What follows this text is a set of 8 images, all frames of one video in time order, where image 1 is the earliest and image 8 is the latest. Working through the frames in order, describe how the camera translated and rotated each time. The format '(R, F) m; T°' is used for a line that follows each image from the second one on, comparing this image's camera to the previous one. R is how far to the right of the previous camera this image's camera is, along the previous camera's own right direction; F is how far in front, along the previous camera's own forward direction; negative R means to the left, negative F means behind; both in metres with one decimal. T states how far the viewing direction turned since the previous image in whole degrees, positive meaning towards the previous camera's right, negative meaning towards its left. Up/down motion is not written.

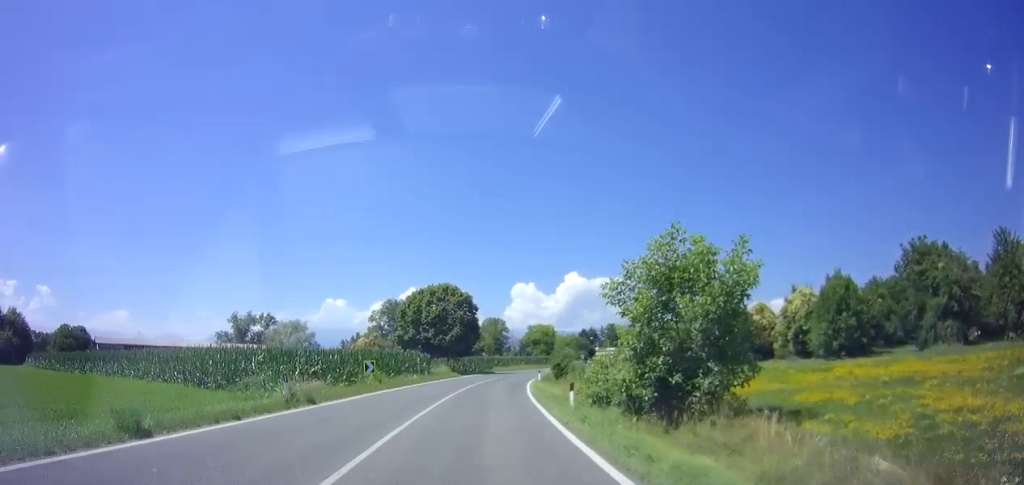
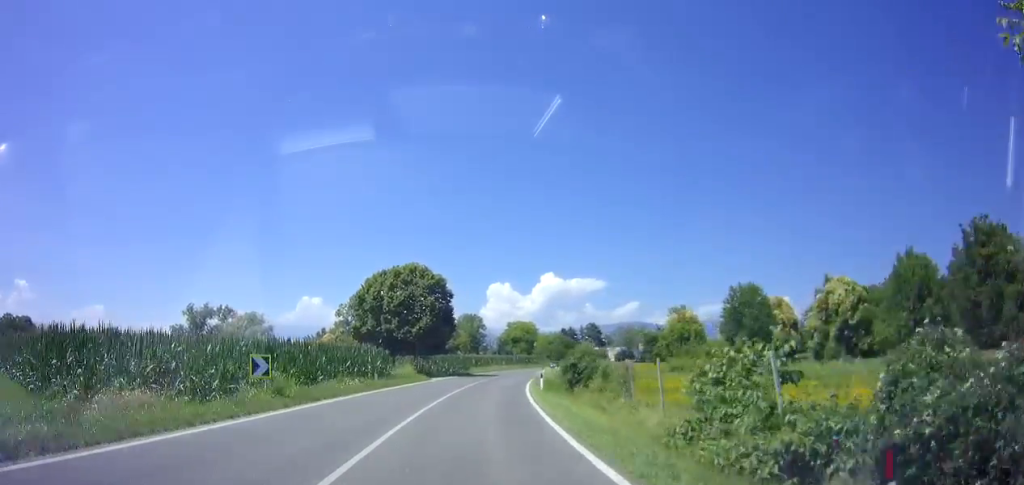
(+0.2, +12.5) m; +2°
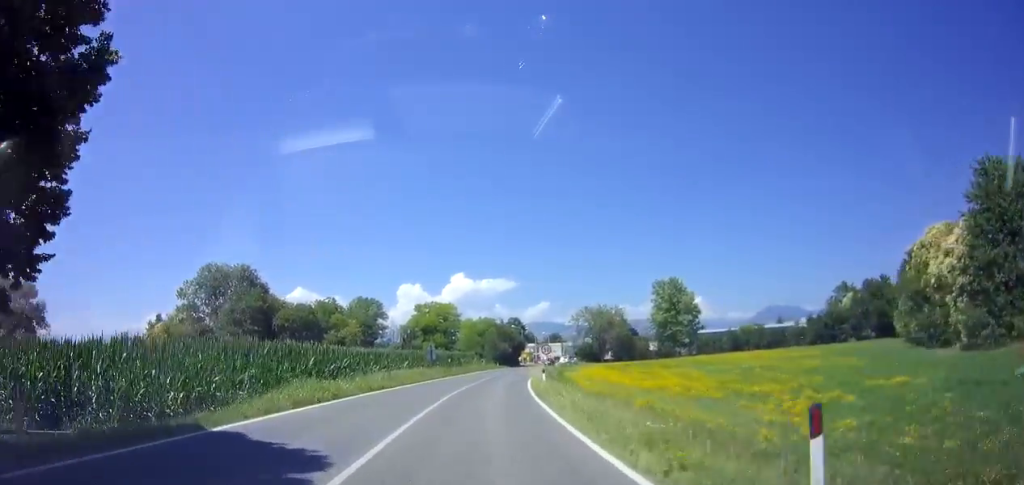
(+3.6, +47.5) m; +9°
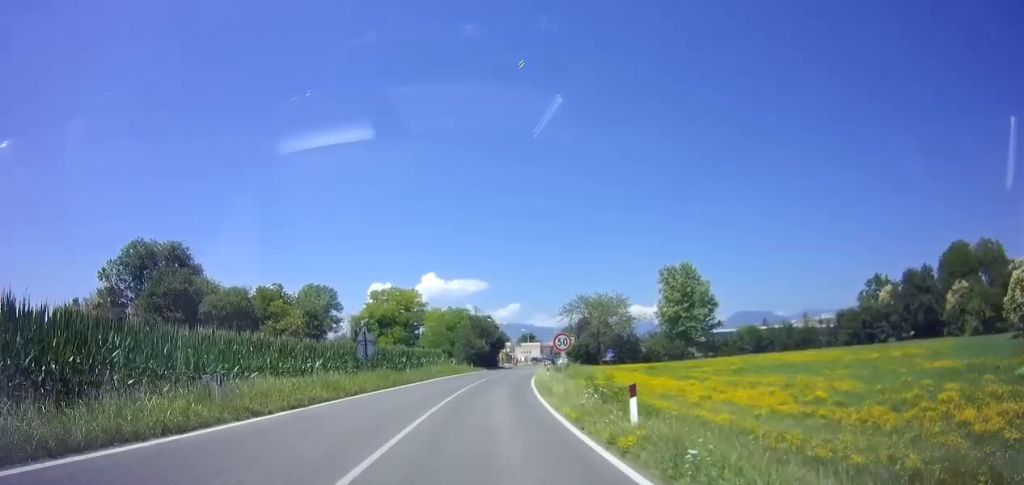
(+0.4, +18.7) m; +3°
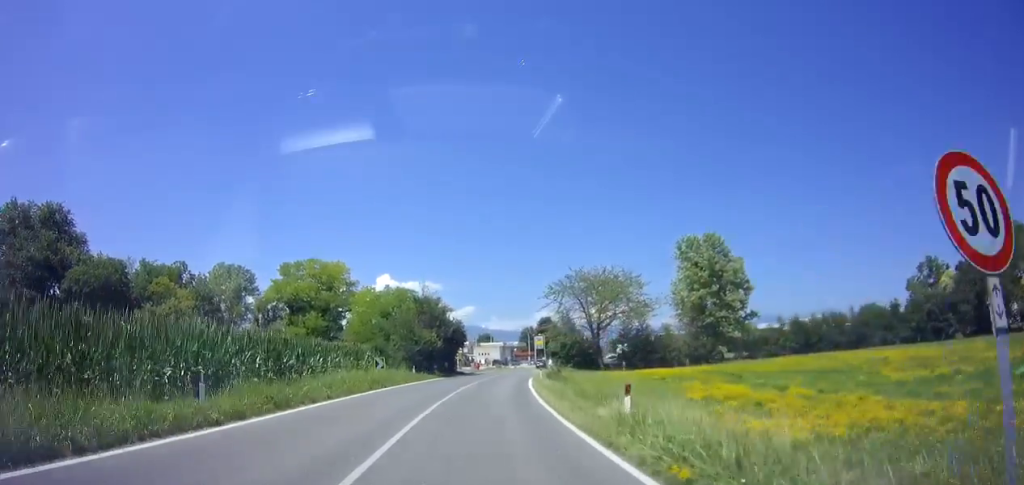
(+1.2, +22.9) m; +5°
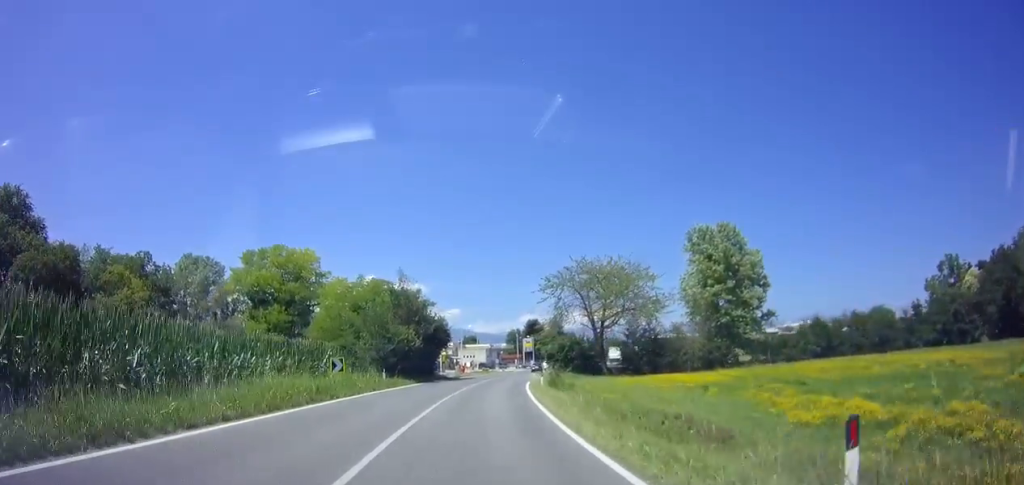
(0.0, +6.9) m; +1°
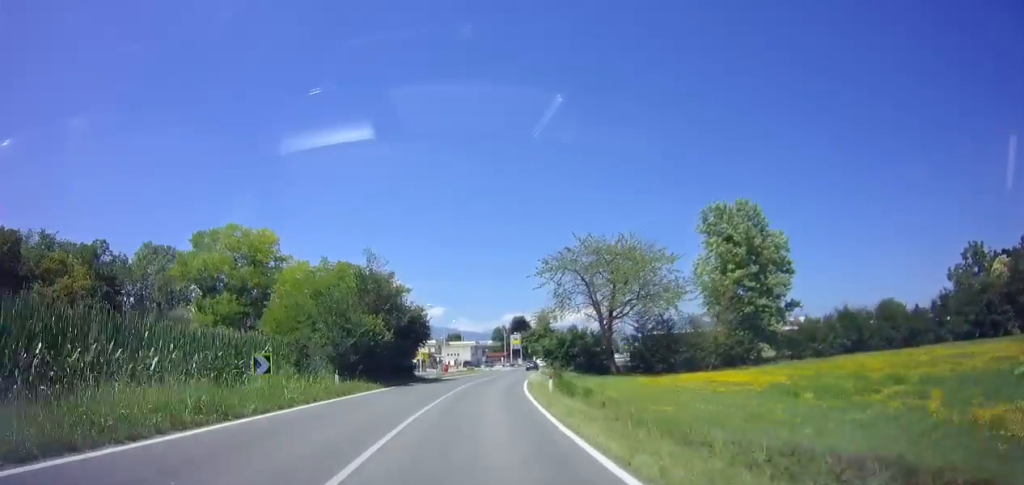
(+0.1, +7.4) m; +1°
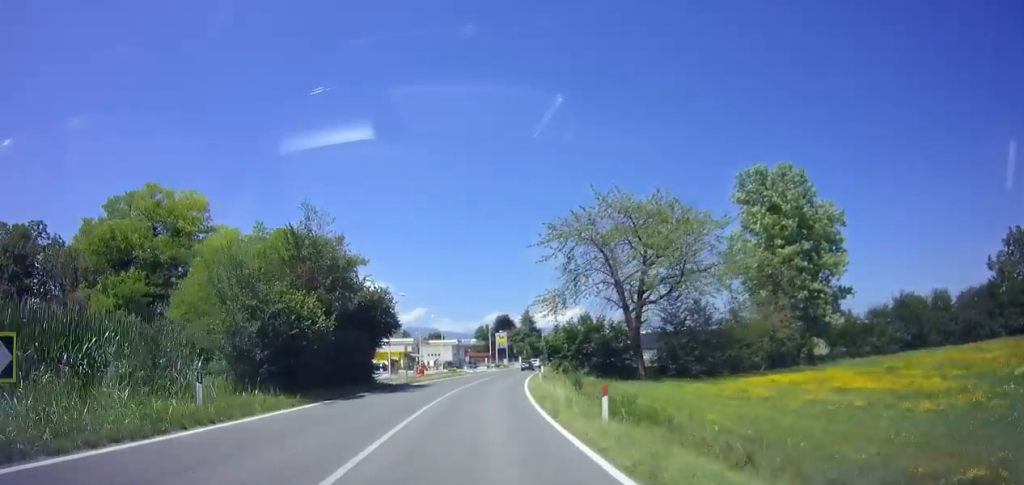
(+0.1, +10.2) m; +2°
